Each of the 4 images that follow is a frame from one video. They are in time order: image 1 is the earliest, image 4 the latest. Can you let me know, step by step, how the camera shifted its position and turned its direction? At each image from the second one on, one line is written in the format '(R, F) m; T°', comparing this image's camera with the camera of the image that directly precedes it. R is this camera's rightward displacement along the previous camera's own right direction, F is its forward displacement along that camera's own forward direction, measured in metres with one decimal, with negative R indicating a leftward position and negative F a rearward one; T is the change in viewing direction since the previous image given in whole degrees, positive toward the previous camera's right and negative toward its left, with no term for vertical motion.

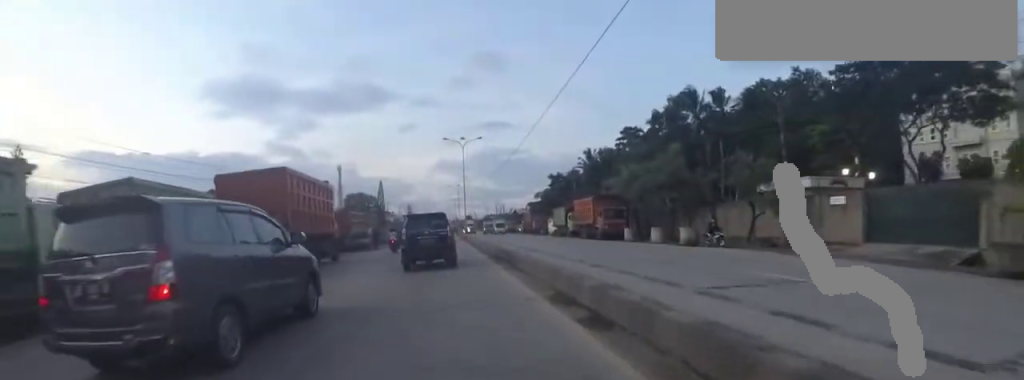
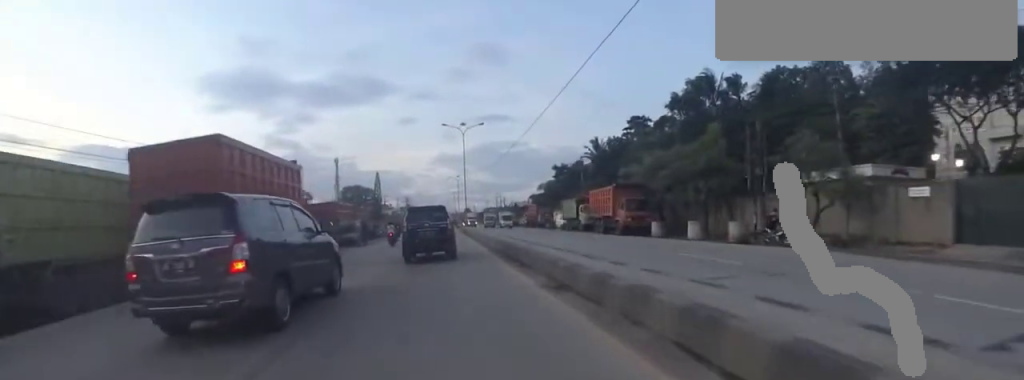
(+0.4, +4.9) m; +5°
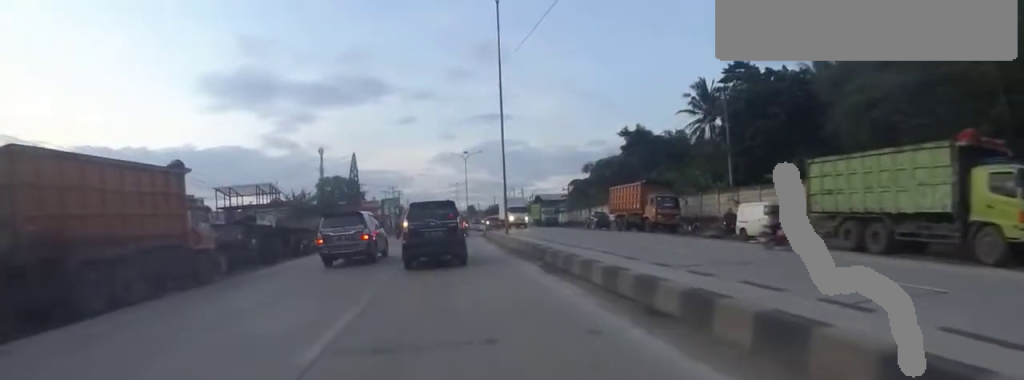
(-2.4, +35.8) m; +1°
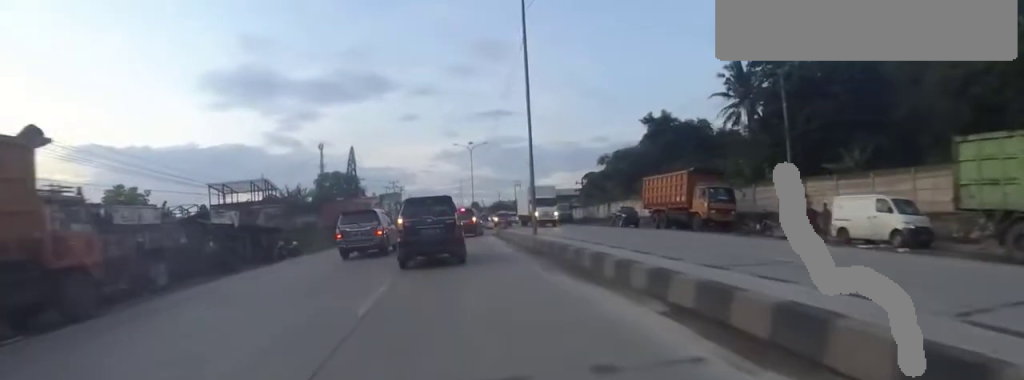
(0.0, +5.8) m; 0°
